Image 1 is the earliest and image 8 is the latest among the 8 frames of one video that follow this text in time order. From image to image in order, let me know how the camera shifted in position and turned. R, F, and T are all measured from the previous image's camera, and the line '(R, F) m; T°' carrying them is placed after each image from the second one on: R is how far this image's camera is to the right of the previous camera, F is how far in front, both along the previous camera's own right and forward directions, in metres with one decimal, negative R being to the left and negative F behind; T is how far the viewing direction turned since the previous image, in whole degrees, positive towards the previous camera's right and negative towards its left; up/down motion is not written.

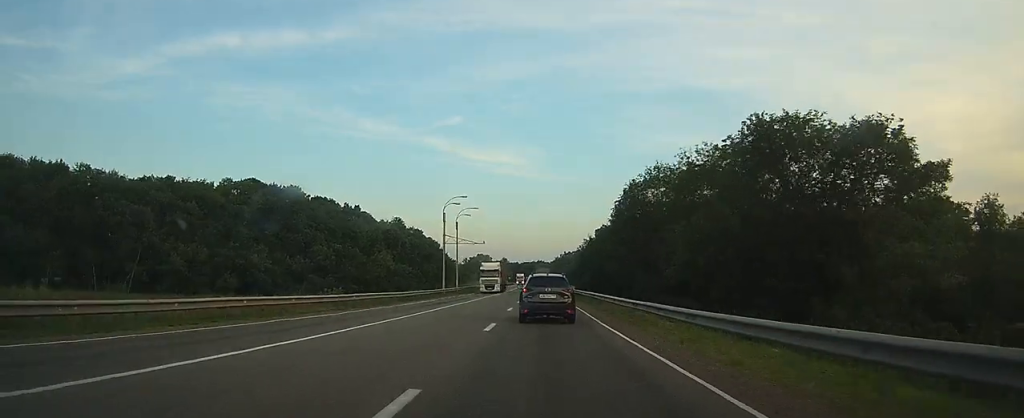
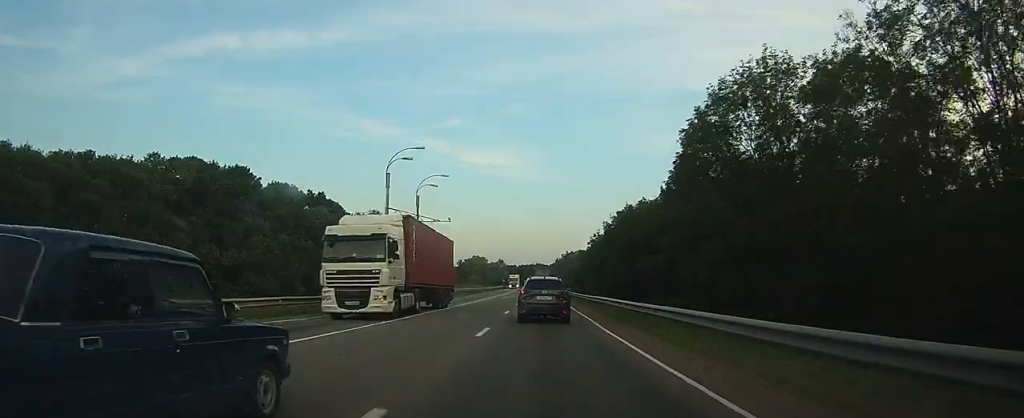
(+0.1, +24.5) m; 0°
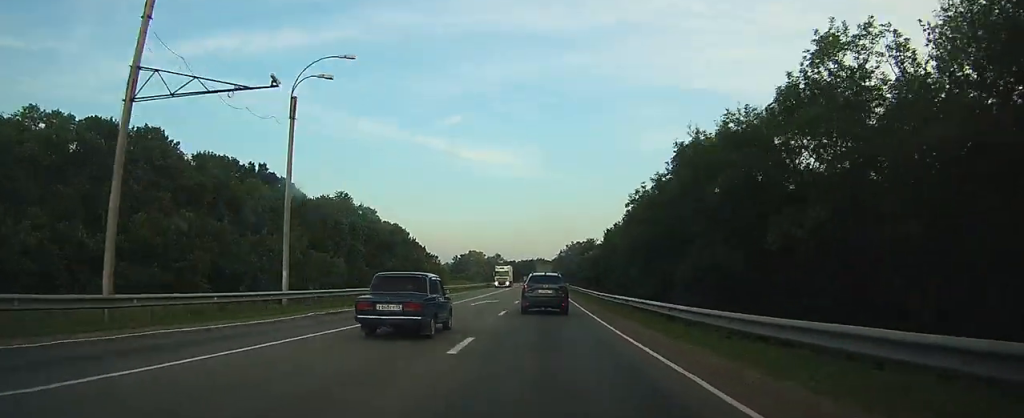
(+0.2, +27.9) m; +1°
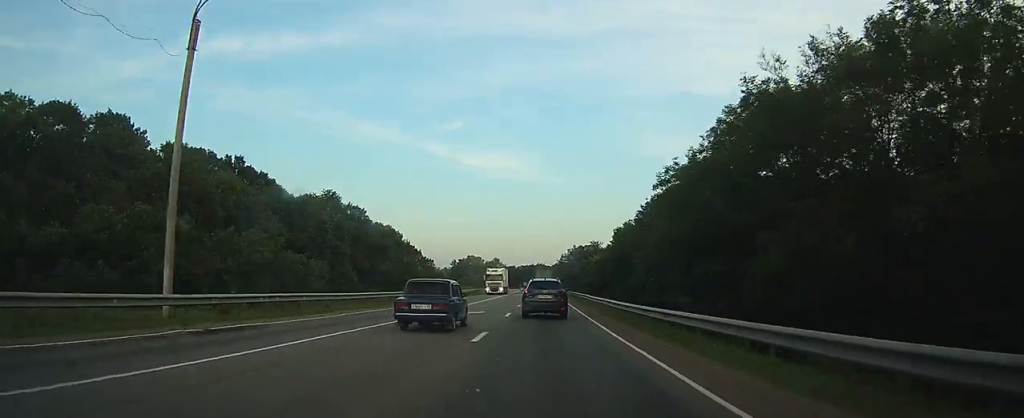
(0.0, +8.7) m; 0°
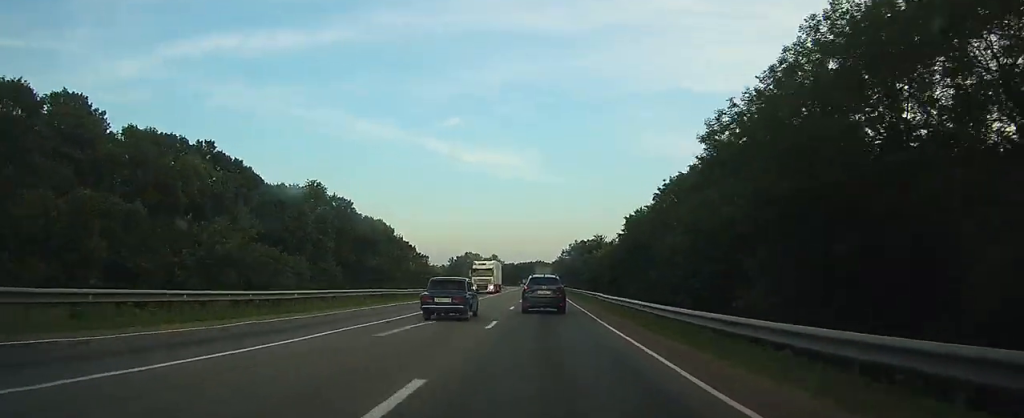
(0.0, +8.8) m; 0°
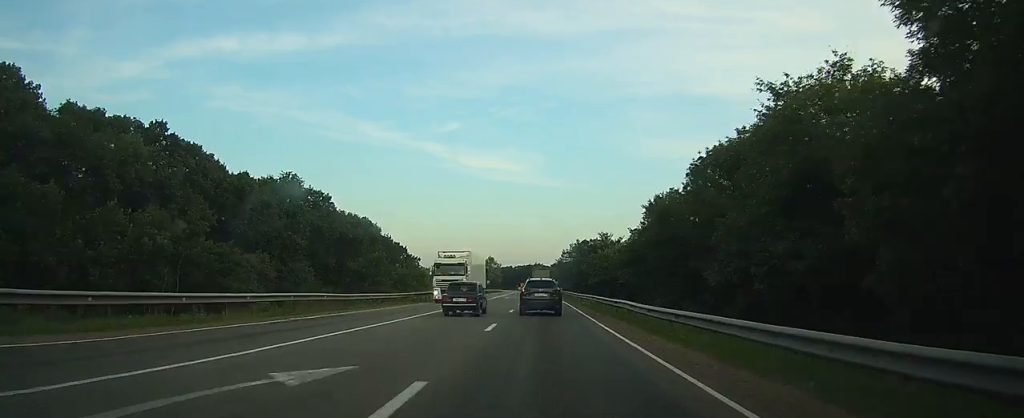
(0.0, +11.8) m; 0°
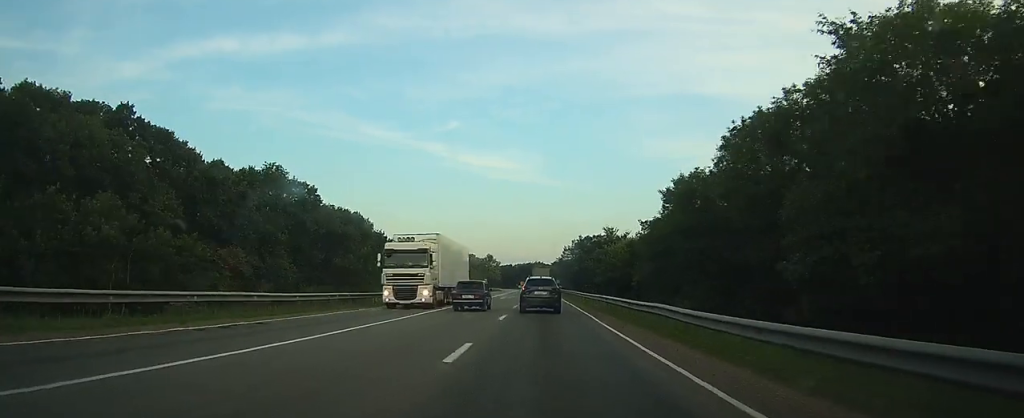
(0.0, +7.2) m; 0°
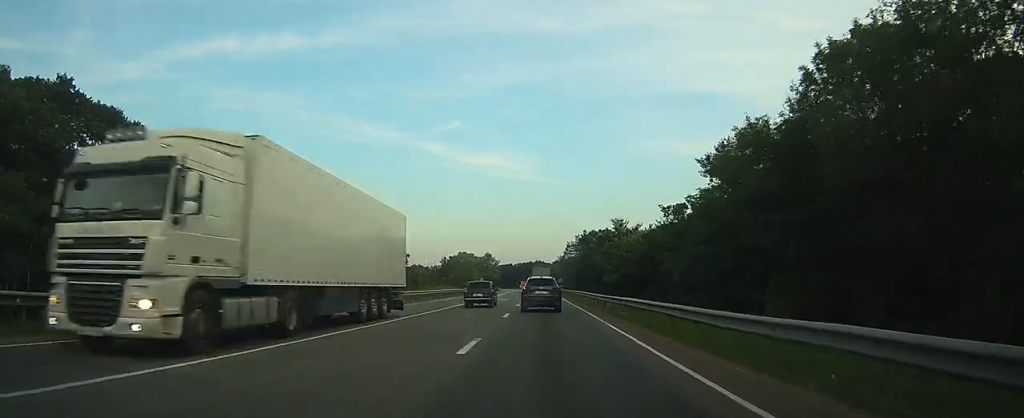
(0.0, +10.9) m; 0°
